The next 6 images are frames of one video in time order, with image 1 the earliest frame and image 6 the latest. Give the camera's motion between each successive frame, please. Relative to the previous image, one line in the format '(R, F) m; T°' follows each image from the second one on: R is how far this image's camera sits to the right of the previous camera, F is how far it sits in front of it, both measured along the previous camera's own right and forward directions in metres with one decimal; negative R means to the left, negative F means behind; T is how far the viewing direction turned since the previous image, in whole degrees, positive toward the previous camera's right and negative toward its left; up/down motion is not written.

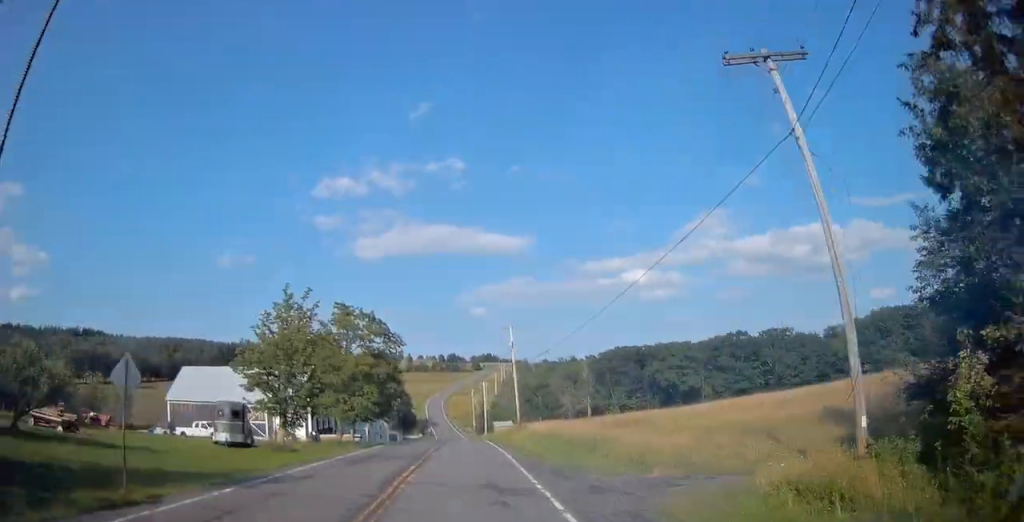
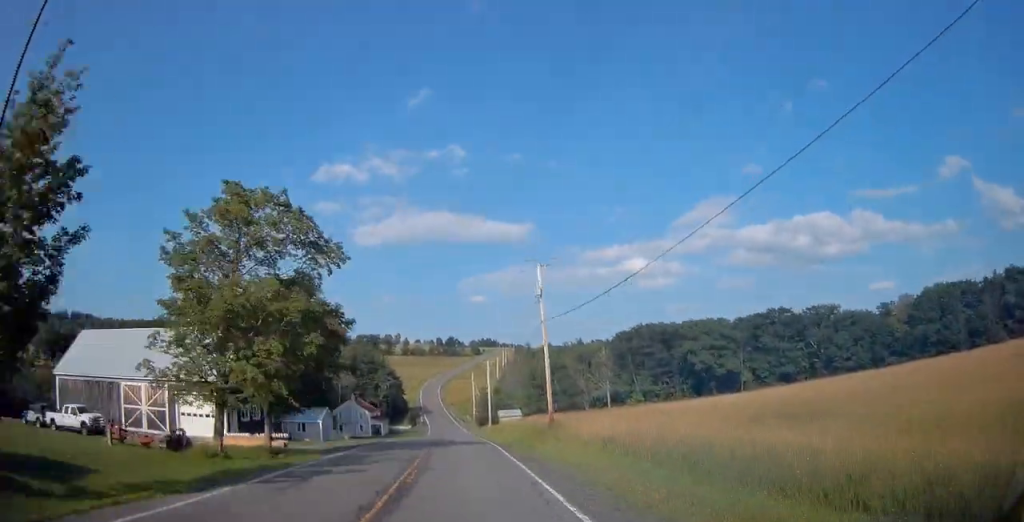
(-0.1, +23.9) m; -1°
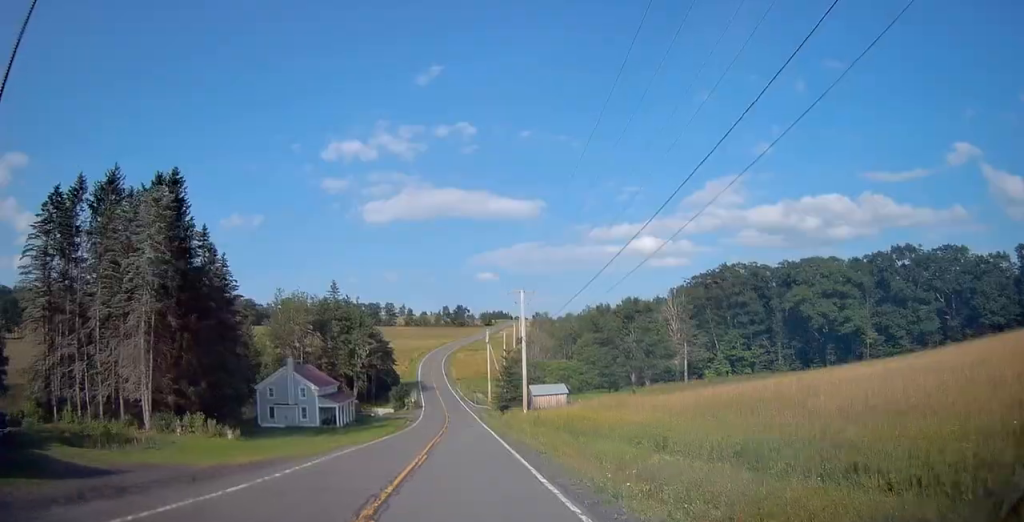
(-0.3, +44.7) m; -1°
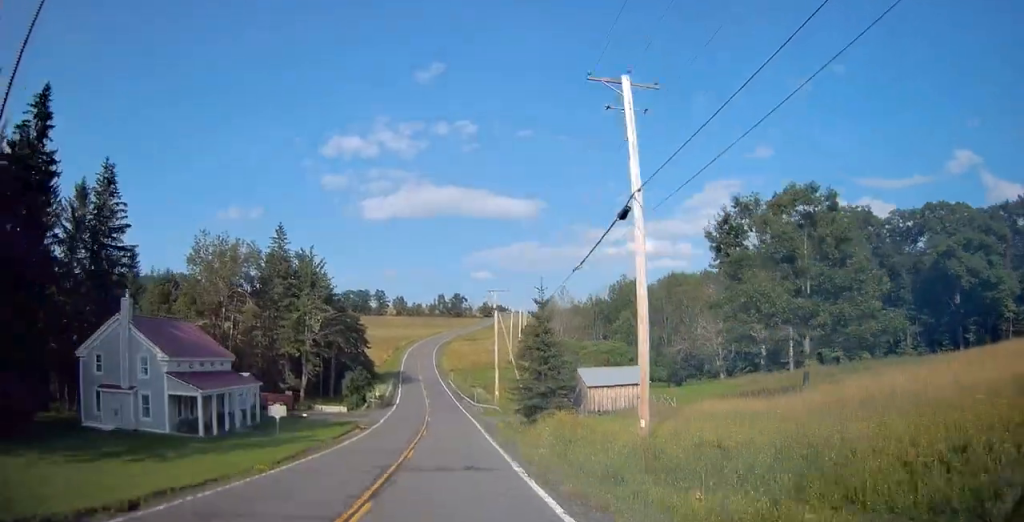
(-0.2, +37.0) m; -1°
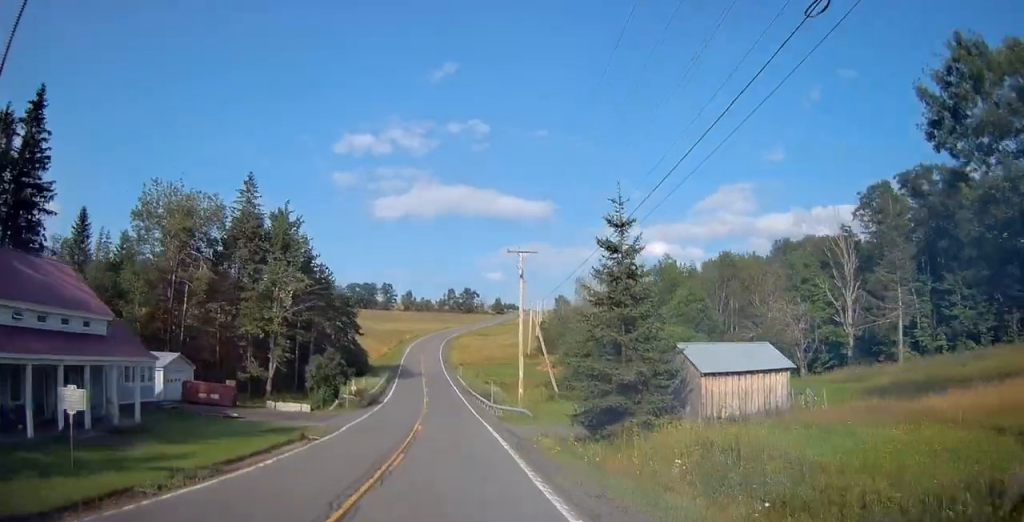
(-0.2, +18.1) m; -1°
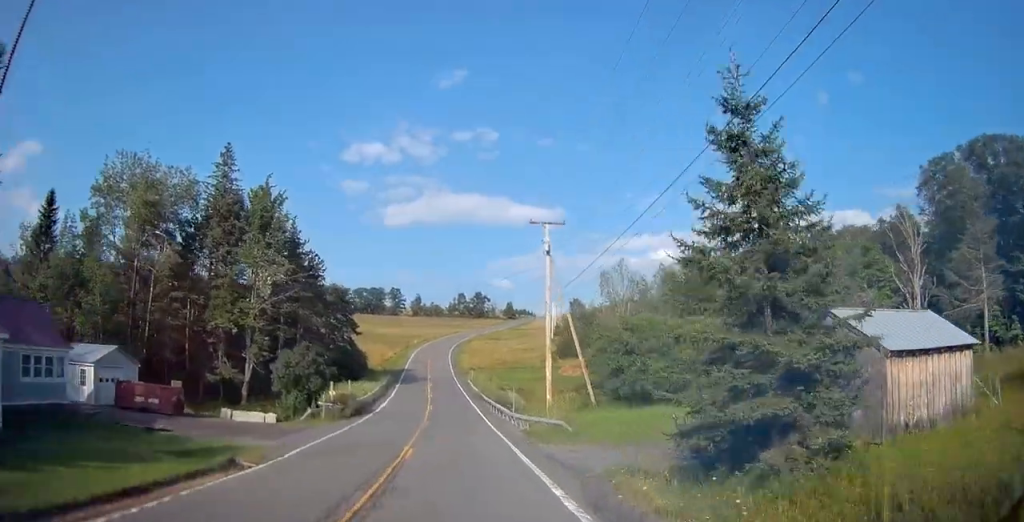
(-0.1, +10.1) m; -1°
